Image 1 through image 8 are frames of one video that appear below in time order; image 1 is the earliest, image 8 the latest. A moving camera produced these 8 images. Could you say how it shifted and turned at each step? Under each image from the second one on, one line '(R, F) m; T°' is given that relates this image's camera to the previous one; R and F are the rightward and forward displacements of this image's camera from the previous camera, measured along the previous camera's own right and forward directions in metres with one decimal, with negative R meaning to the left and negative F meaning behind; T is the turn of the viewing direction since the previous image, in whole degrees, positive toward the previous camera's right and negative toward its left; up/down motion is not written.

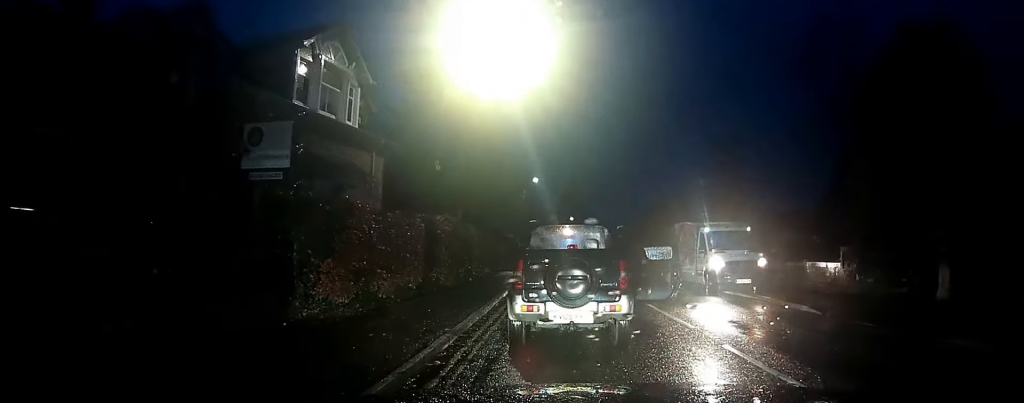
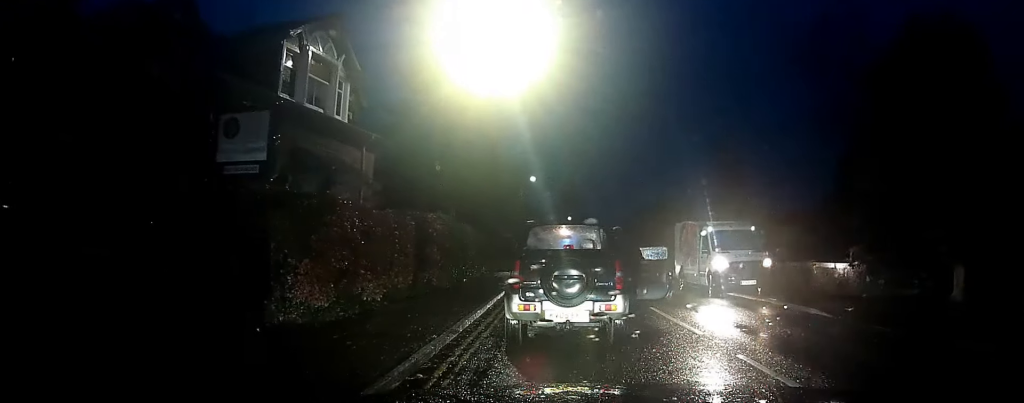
(+0.1, +0.4) m; 0°
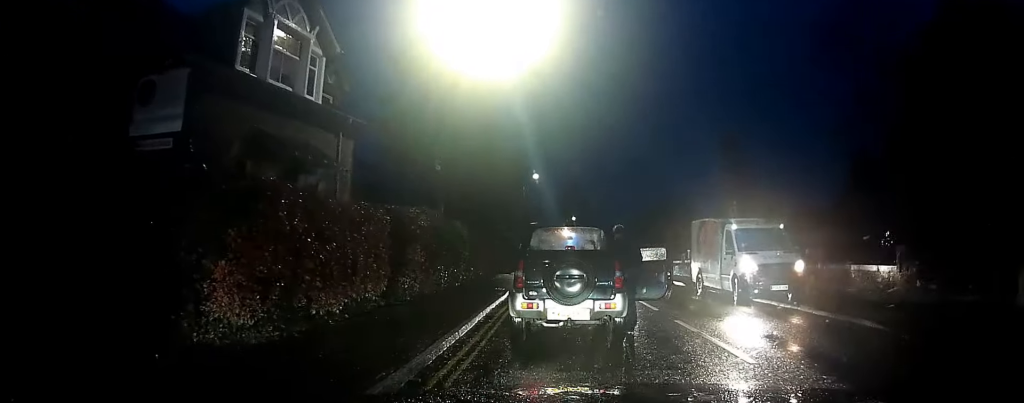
(0.0, +2.2) m; 0°
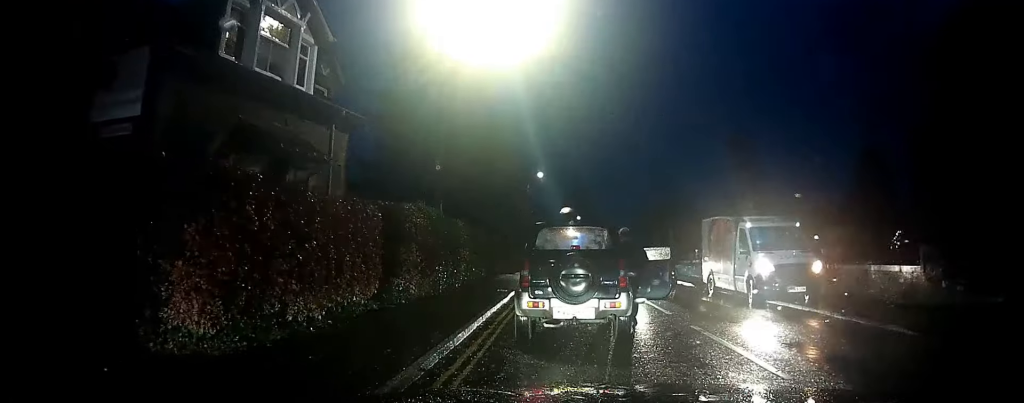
(+0.1, +0.9) m; 0°
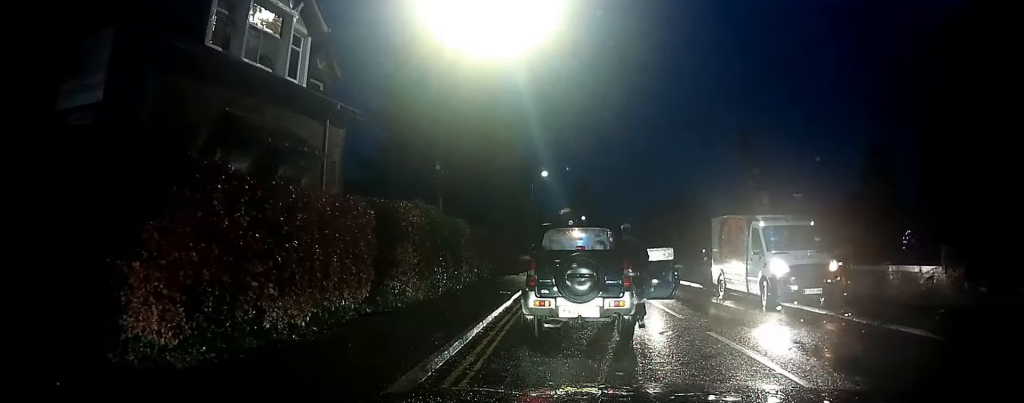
(+0.1, +0.9) m; 0°
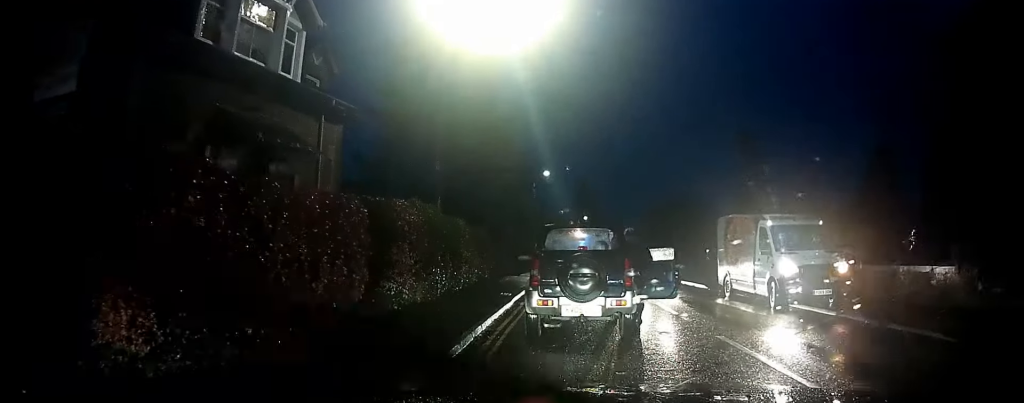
(0.0, +0.4) m; 0°
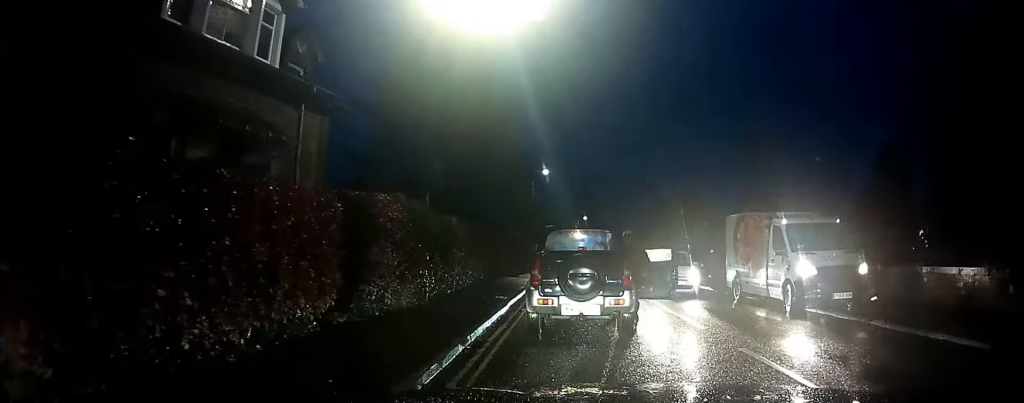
(-0.1, +0.7) m; 0°
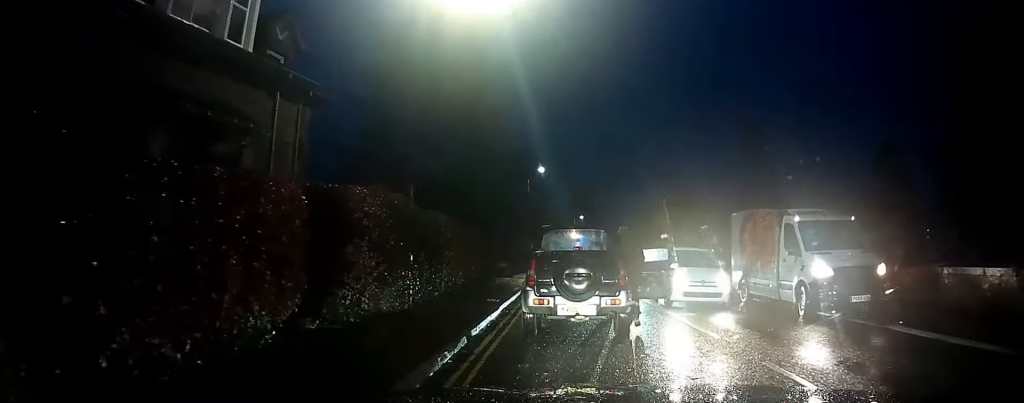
(-0.2, +0.4) m; 0°
